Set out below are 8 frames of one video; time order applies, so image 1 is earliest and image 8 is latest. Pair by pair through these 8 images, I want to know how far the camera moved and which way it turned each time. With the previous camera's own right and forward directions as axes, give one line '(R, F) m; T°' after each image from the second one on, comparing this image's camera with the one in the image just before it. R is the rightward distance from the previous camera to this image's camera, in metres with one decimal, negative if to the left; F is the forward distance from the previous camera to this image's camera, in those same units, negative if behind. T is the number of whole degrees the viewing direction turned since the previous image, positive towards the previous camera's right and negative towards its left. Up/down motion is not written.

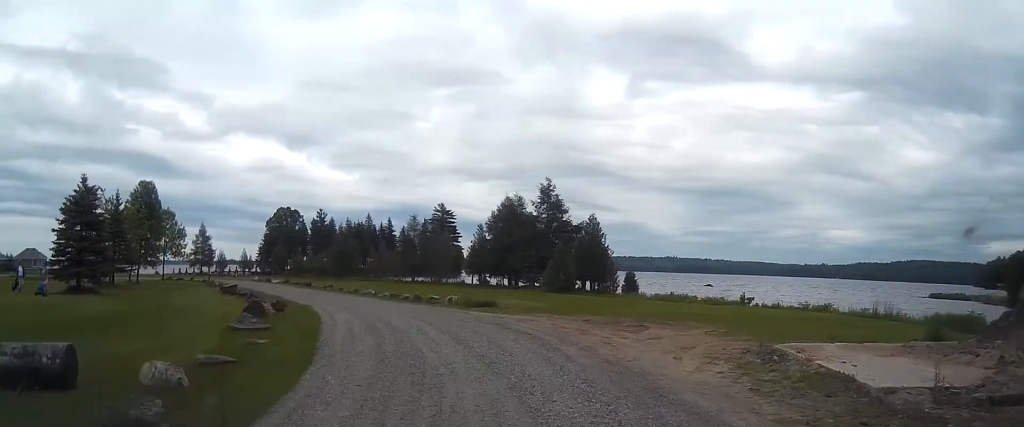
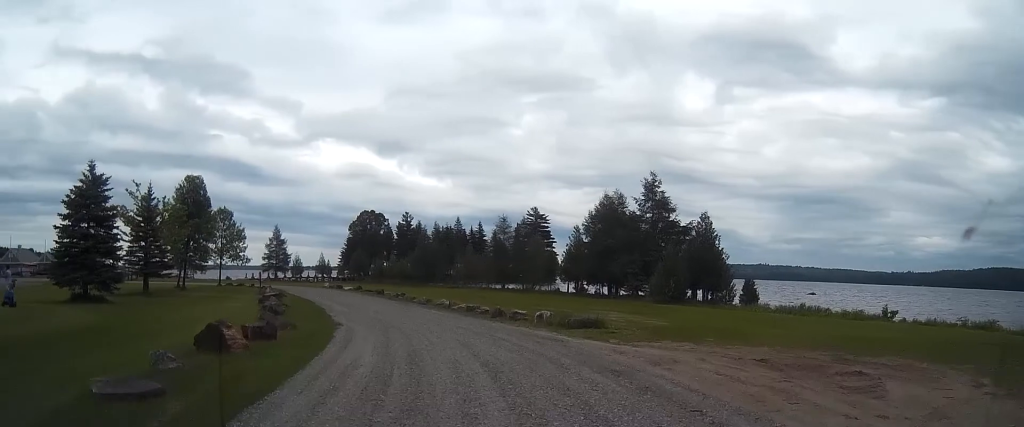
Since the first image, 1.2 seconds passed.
(-0.3, +8.0) m; -6°
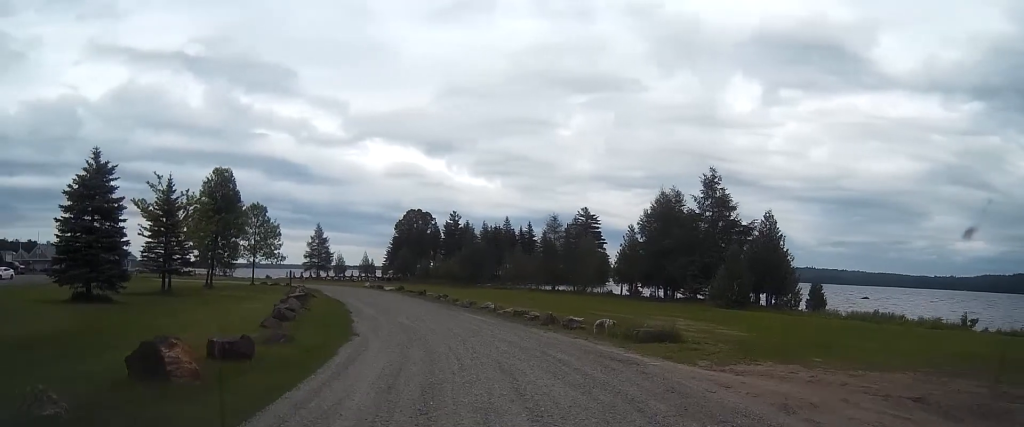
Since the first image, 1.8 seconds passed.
(0.0, +3.8) m; -4°
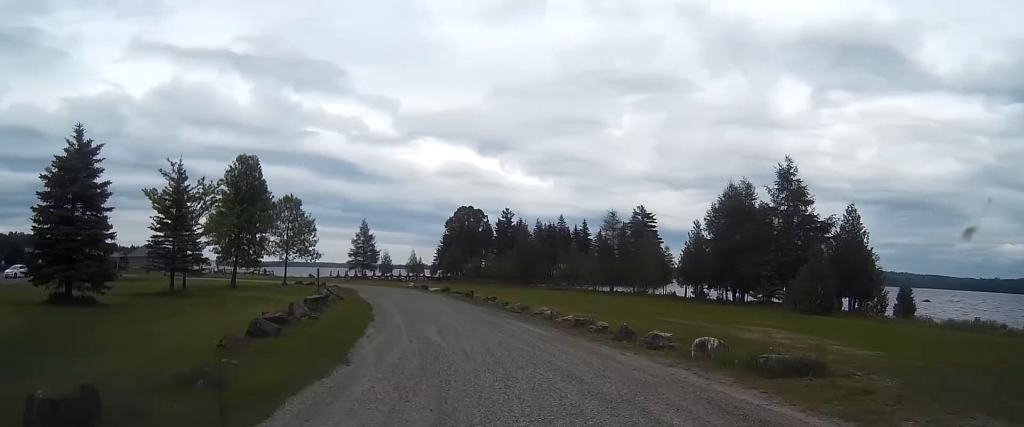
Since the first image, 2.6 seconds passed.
(-0.5, +5.5) m; -5°
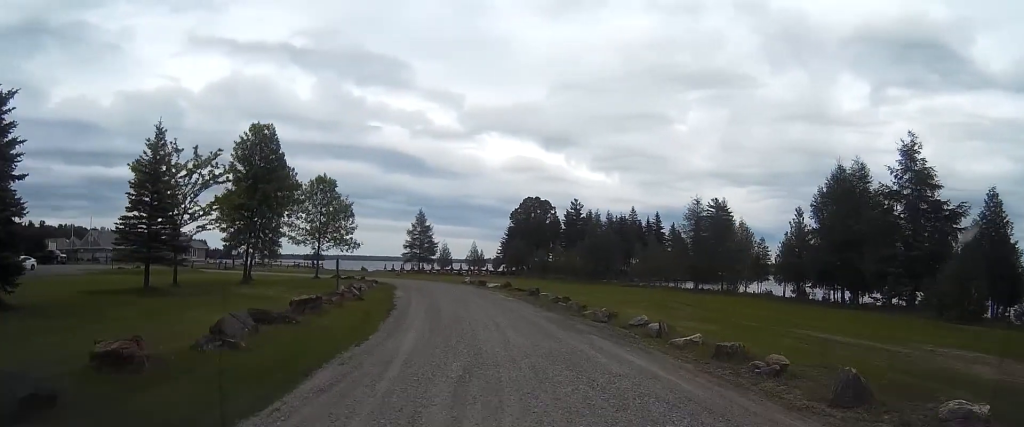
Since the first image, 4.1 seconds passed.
(-0.3, +9.7) m; -2°
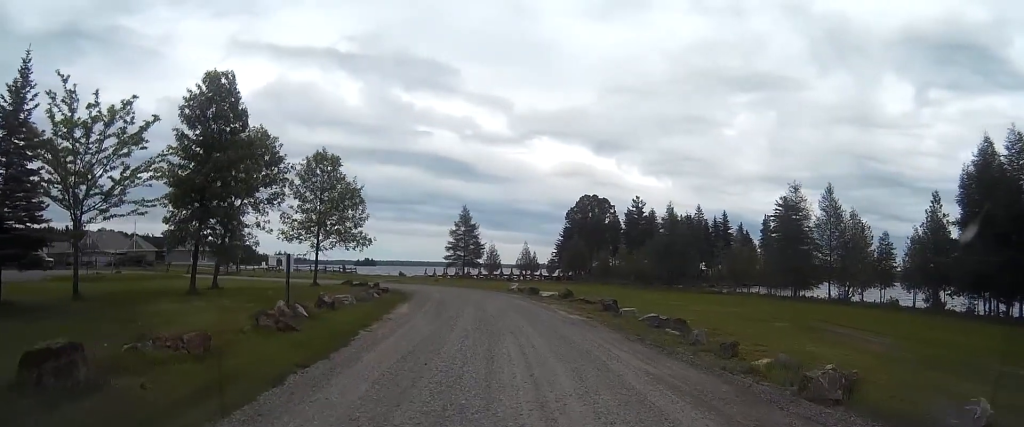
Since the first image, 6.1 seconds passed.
(-0.7, +13.6) m; -6°
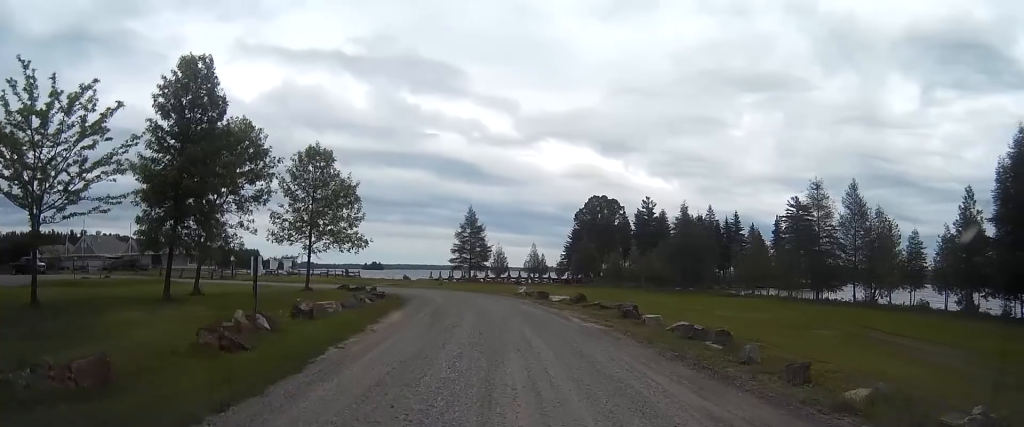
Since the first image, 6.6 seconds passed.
(0.0, +3.2) m; 0°
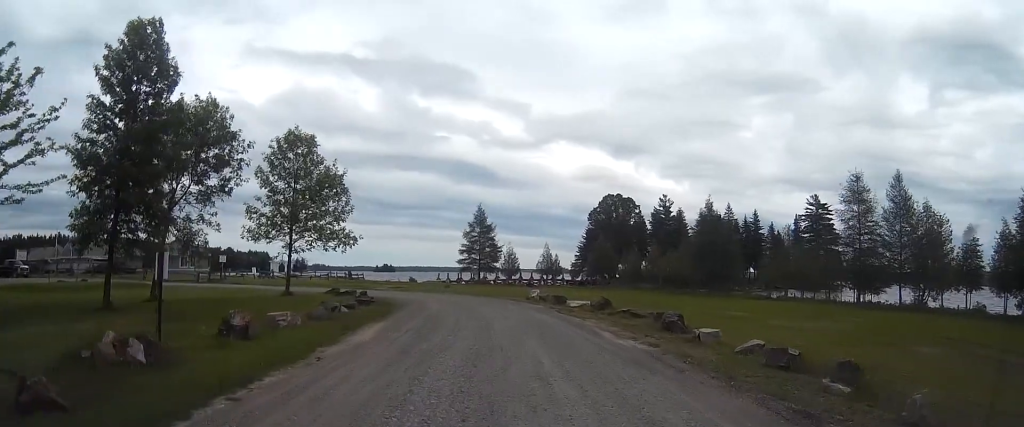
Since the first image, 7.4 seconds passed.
(0.0, +5.5) m; 0°
